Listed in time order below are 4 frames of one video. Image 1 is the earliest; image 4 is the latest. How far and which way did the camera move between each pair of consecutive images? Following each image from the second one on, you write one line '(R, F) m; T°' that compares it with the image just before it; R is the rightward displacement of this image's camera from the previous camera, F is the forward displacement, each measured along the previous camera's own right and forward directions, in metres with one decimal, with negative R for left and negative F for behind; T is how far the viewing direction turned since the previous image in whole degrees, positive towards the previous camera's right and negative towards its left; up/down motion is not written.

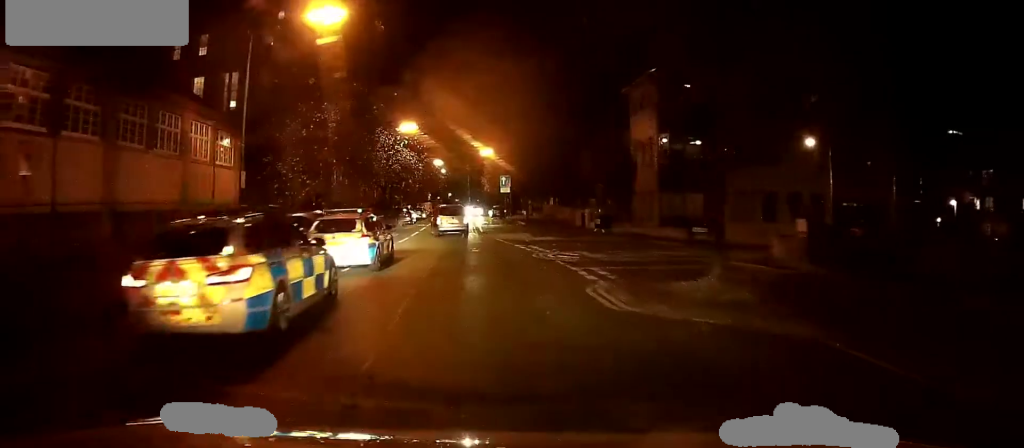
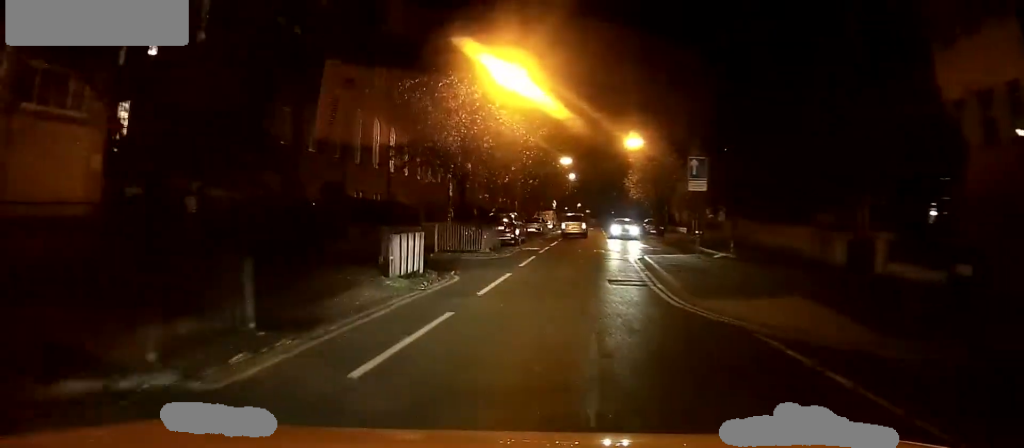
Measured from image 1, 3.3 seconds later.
(+2.5, +20.9) m; +2°
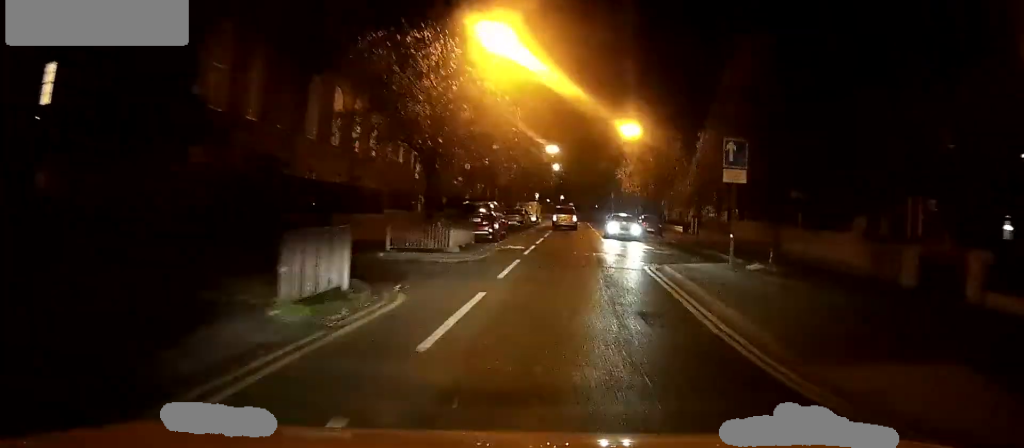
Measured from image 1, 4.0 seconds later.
(-0.2, +4.7) m; -3°
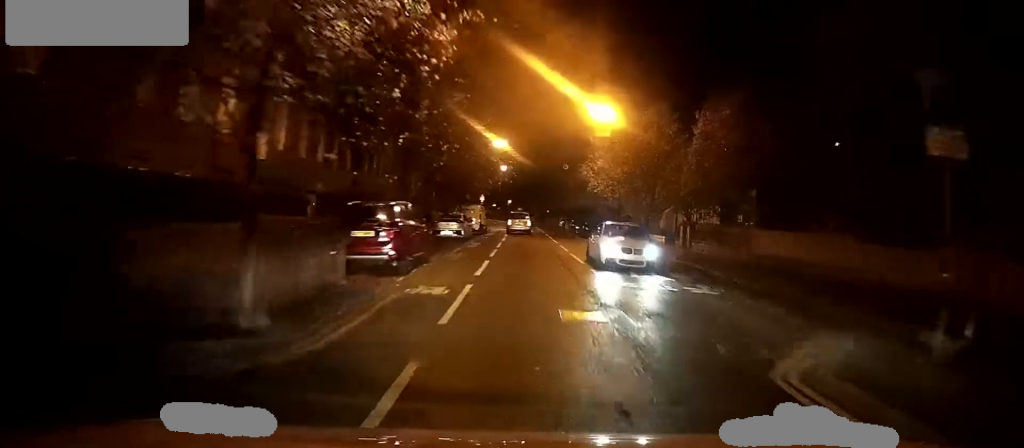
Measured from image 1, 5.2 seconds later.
(+0.2, +9.7) m; +4°
